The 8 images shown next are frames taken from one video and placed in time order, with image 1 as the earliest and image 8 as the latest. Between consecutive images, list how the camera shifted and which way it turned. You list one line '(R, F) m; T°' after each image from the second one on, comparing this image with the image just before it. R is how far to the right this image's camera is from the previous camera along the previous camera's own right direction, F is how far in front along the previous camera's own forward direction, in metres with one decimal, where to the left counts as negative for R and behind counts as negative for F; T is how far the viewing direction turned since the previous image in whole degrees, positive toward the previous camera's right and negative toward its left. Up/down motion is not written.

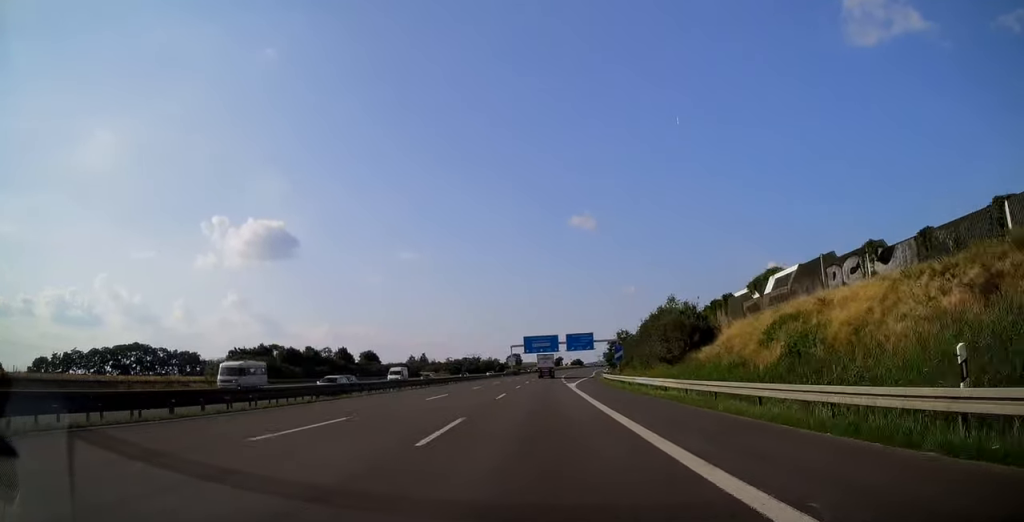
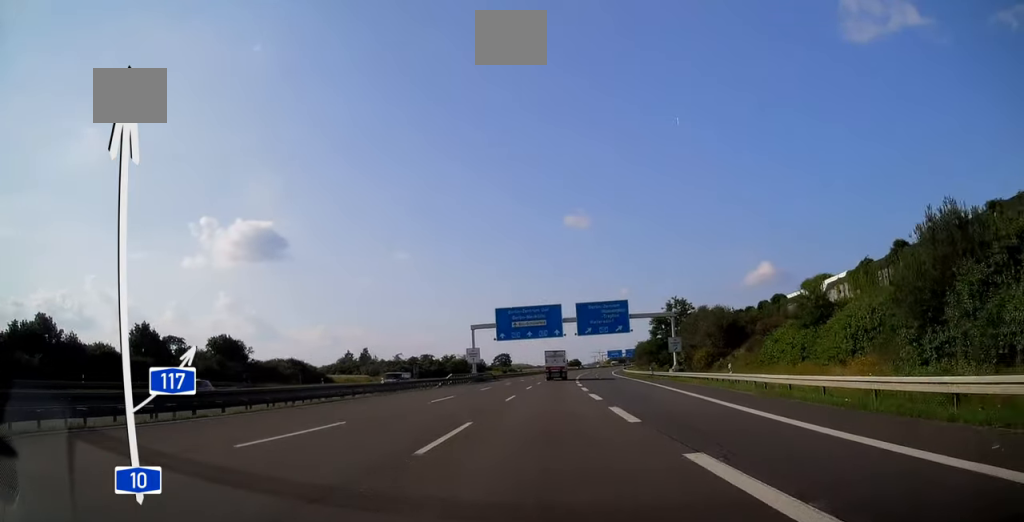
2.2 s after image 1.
(+0.2, +72.4) m; 0°
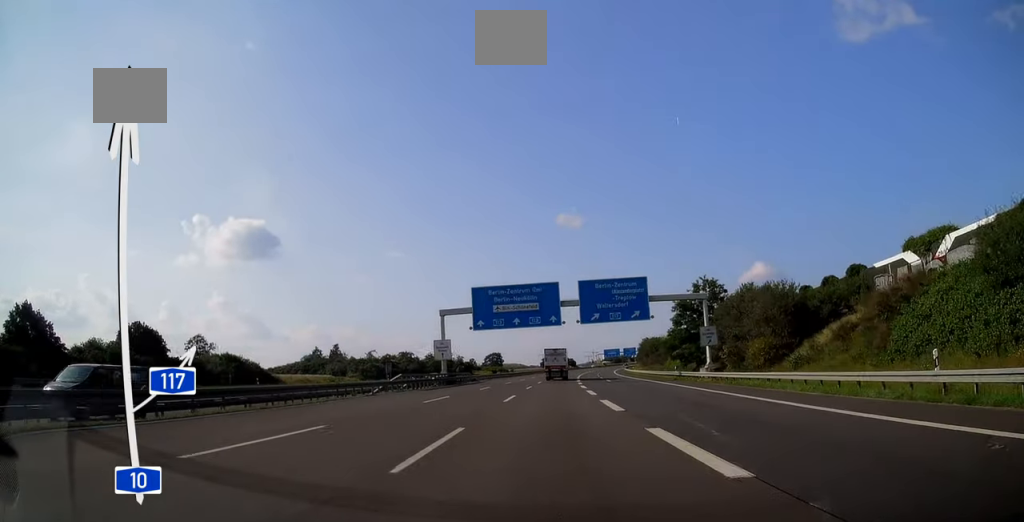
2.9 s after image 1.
(-0.1, +20.4) m; 0°
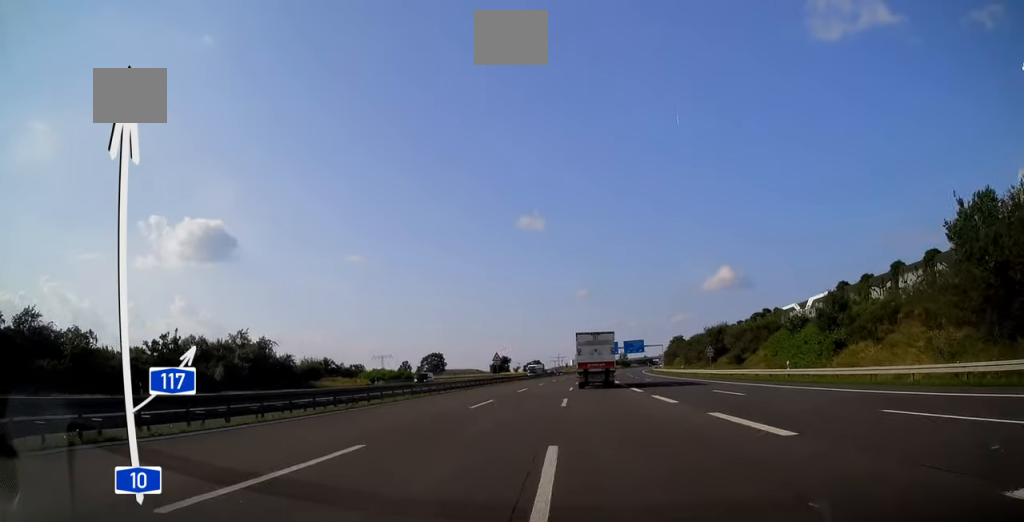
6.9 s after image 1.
(+3.8, +128.0) m; +4°
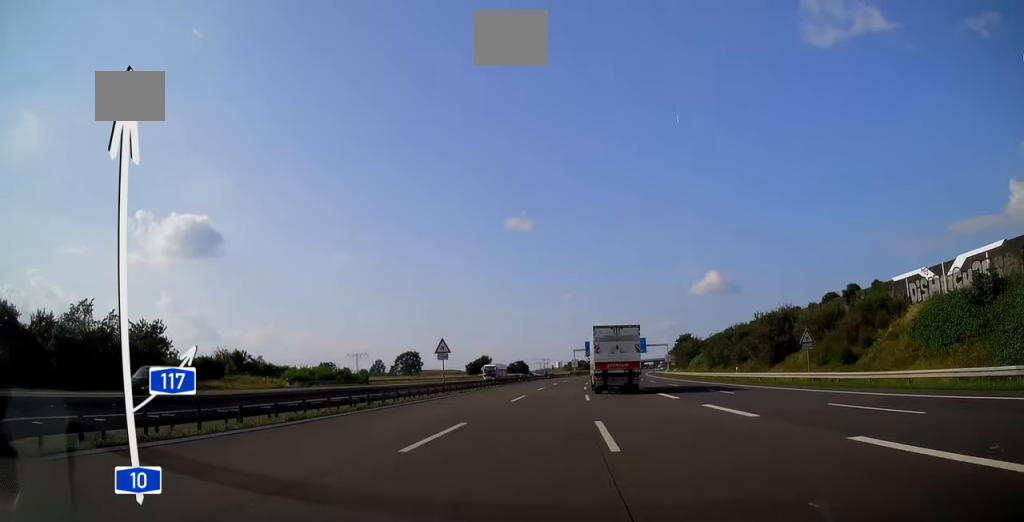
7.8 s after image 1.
(+0.1, +30.3) m; +1°
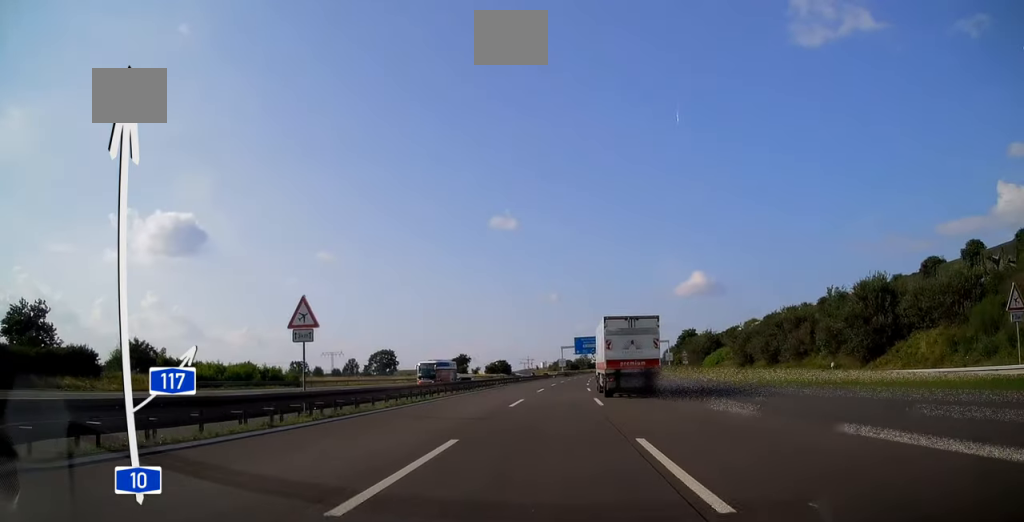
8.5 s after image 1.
(+0.4, +22.7) m; +1°
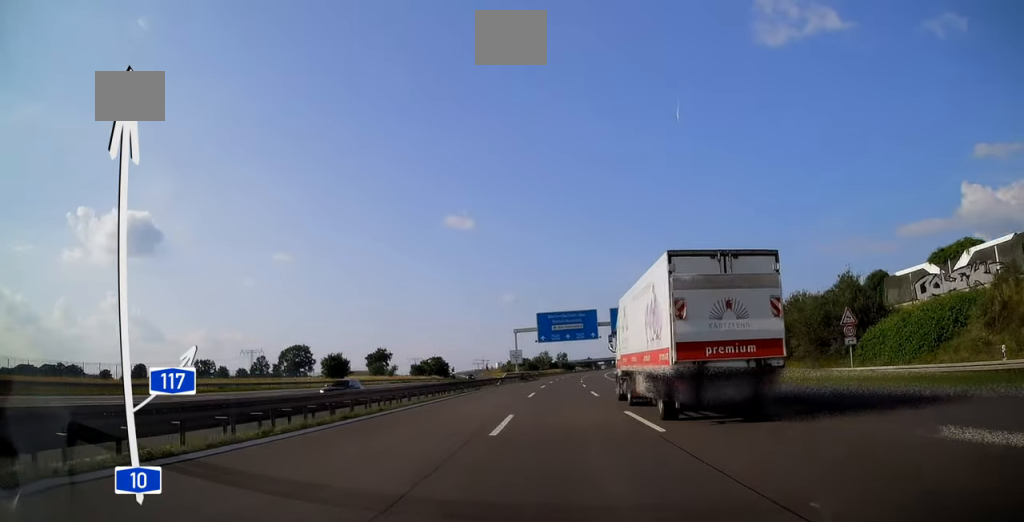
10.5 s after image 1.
(+1.8, +64.8) m; +4°
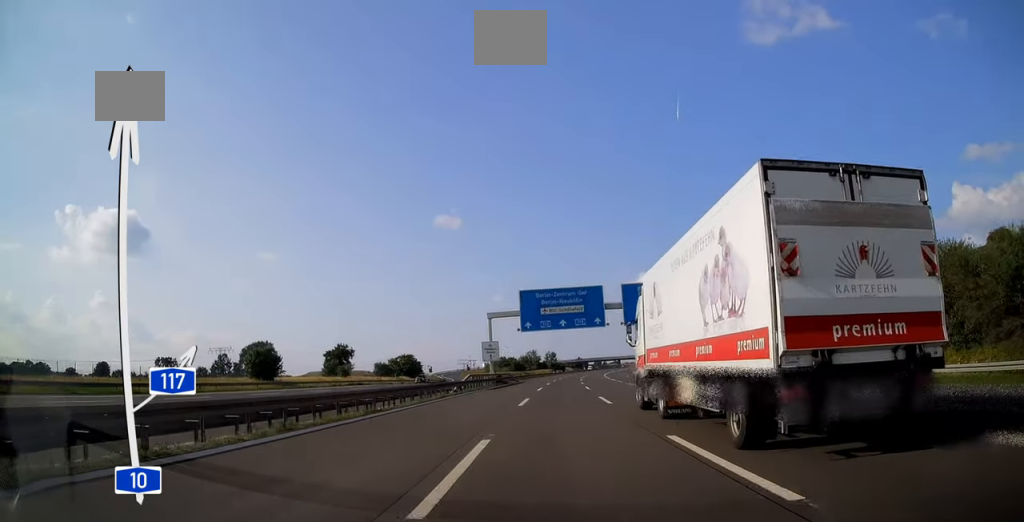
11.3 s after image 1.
(+0.4, +25.0) m; +1°
